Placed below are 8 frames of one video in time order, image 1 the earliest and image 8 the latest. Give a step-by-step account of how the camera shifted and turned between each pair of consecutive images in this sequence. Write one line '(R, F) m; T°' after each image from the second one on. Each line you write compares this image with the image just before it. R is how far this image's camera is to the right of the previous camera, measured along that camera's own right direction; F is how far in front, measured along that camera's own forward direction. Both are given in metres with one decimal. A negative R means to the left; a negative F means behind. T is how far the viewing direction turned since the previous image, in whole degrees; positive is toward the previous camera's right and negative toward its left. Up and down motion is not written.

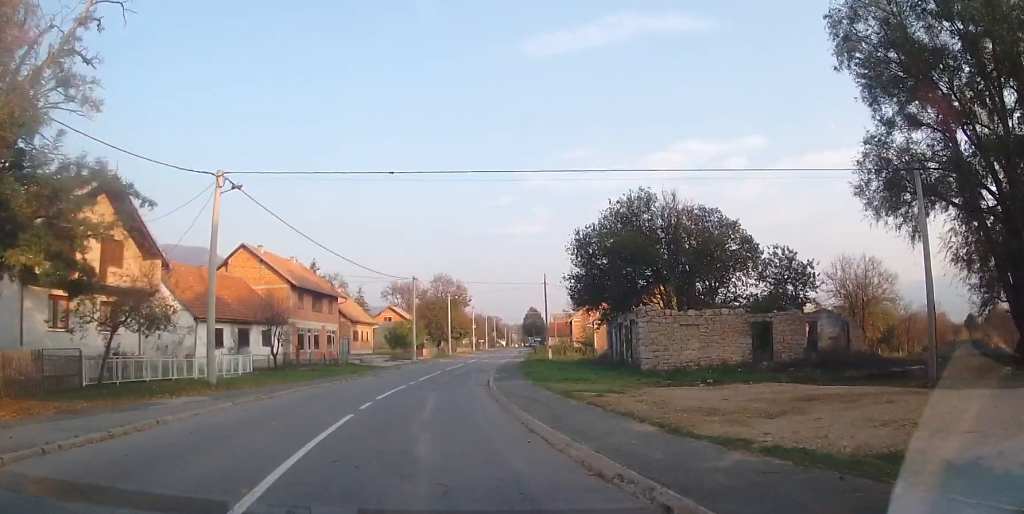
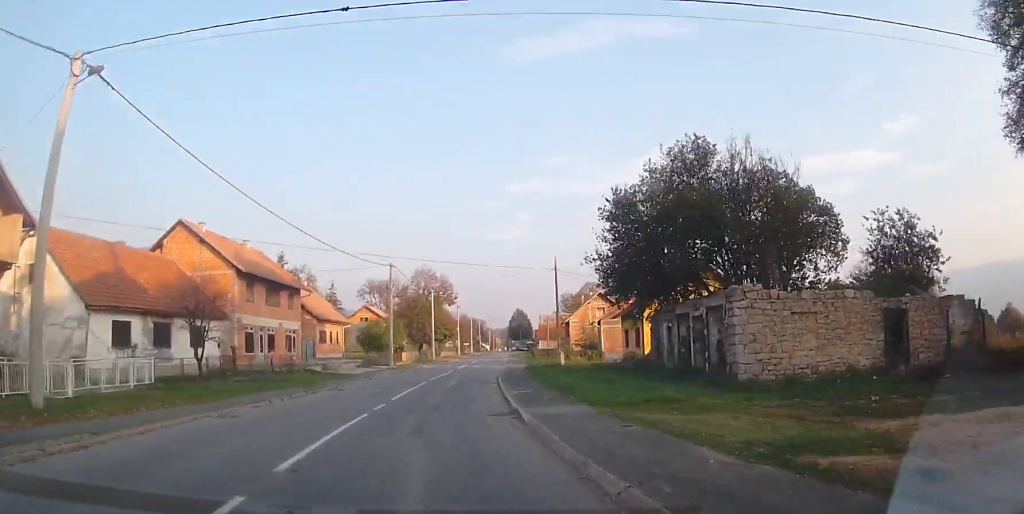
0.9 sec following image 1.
(+0.5, +10.9) m; +4°
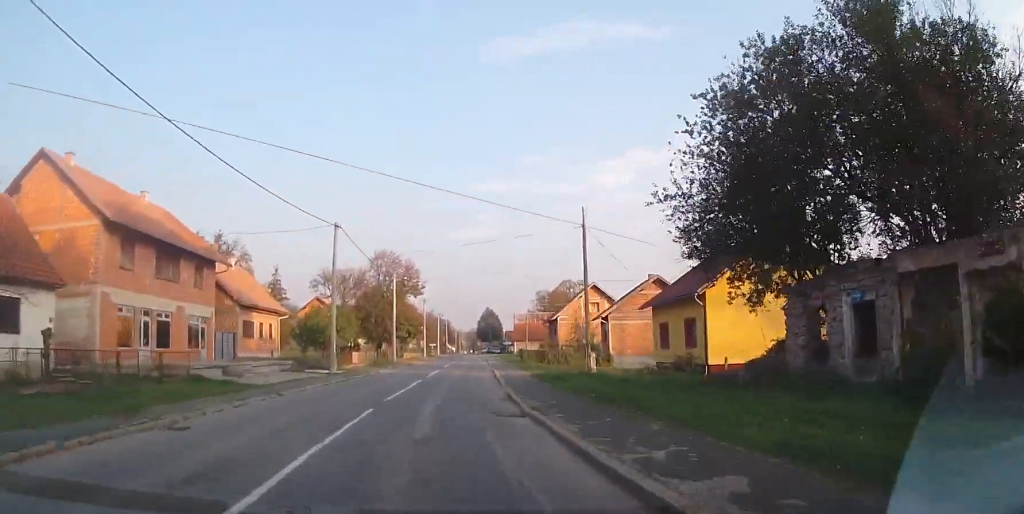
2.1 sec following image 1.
(+0.6, +14.6) m; 0°
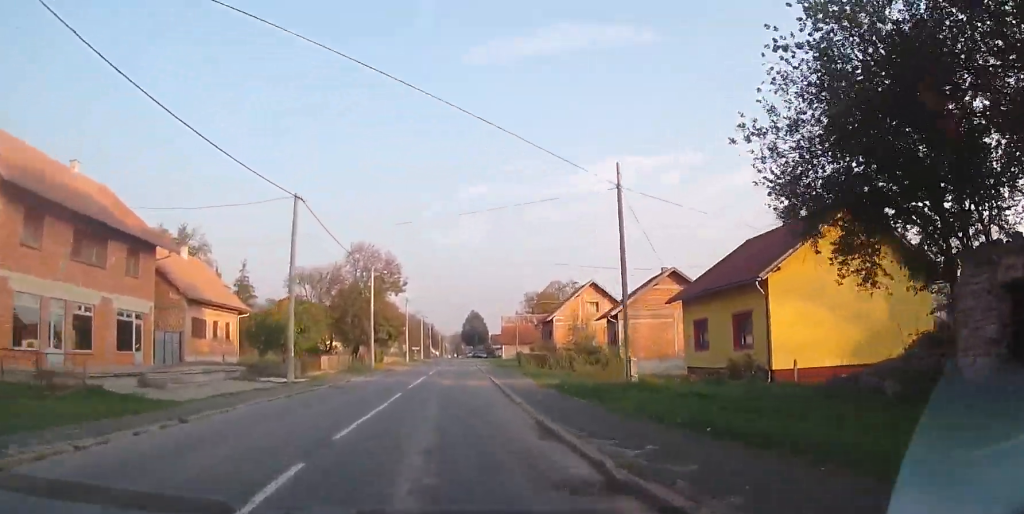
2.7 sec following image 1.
(-0.3, +7.0) m; 0°
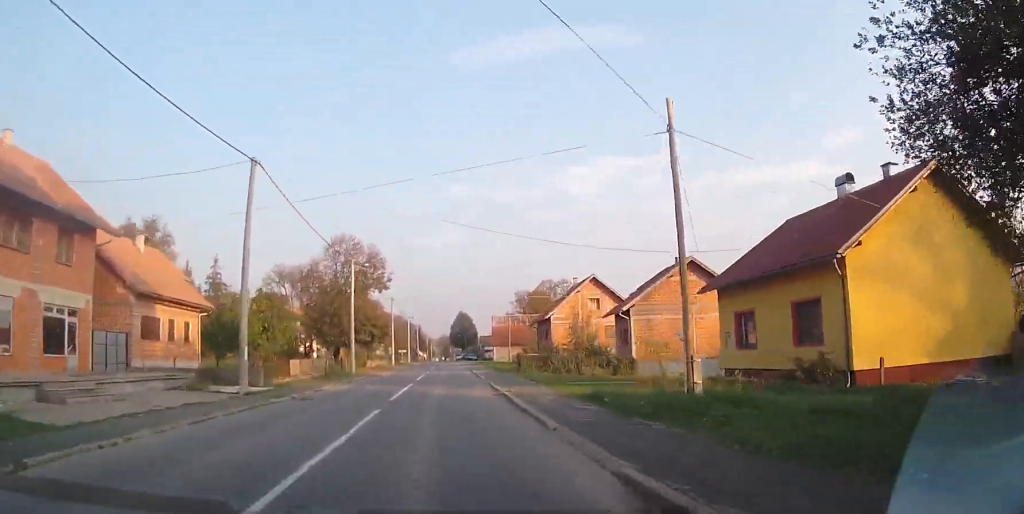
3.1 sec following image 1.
(-0.2, +5.4) m; 0°
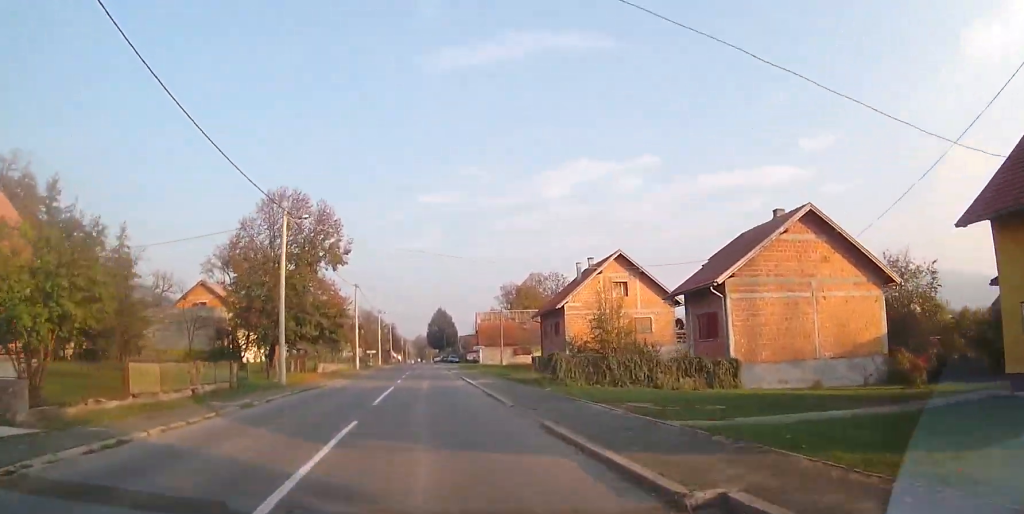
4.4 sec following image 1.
(+0.9, +16.0) m; +5°
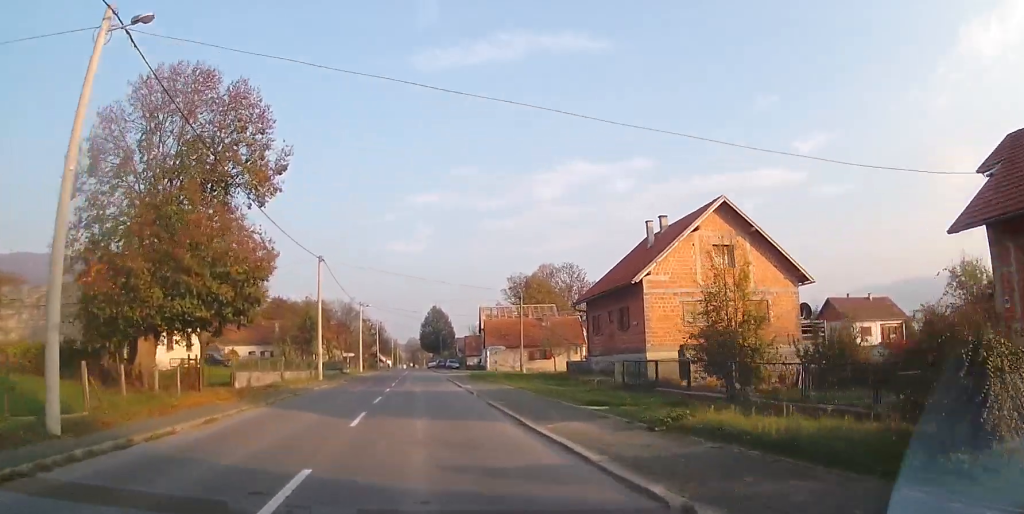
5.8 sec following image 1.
(+0.5, +18.5) m; +2°
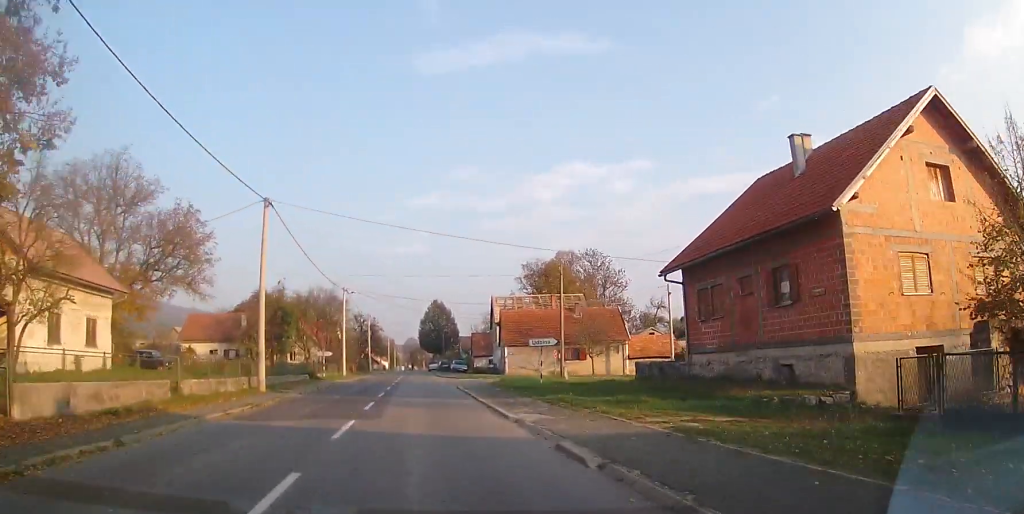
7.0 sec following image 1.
(+0.2, +15.4) m; +1°
